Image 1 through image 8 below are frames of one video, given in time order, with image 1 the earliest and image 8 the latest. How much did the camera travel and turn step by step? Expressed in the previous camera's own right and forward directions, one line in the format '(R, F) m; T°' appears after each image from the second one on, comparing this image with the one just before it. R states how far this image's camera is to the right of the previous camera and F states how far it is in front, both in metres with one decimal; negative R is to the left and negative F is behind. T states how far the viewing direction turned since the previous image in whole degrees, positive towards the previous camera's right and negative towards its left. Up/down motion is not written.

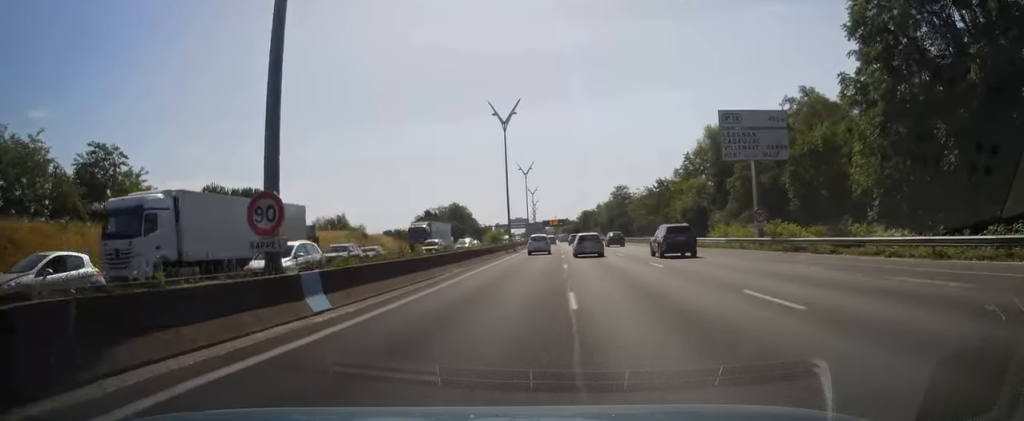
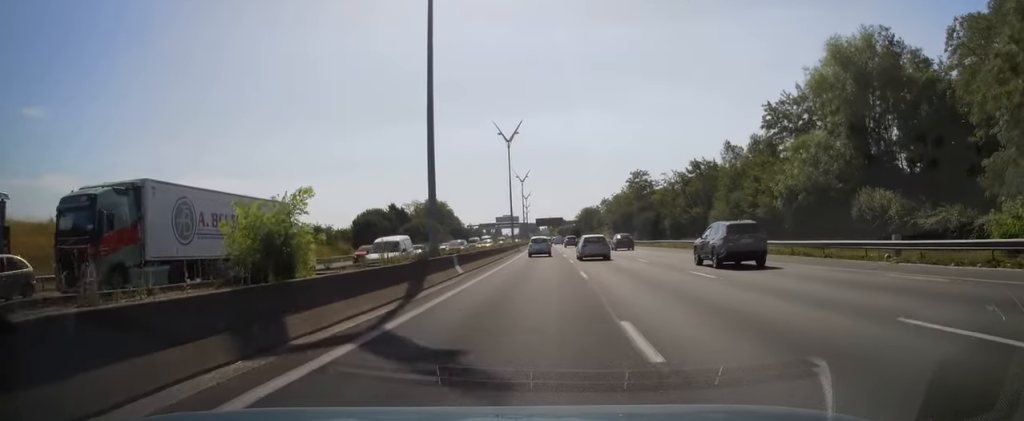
(+0.4, +43.7) m; 0°
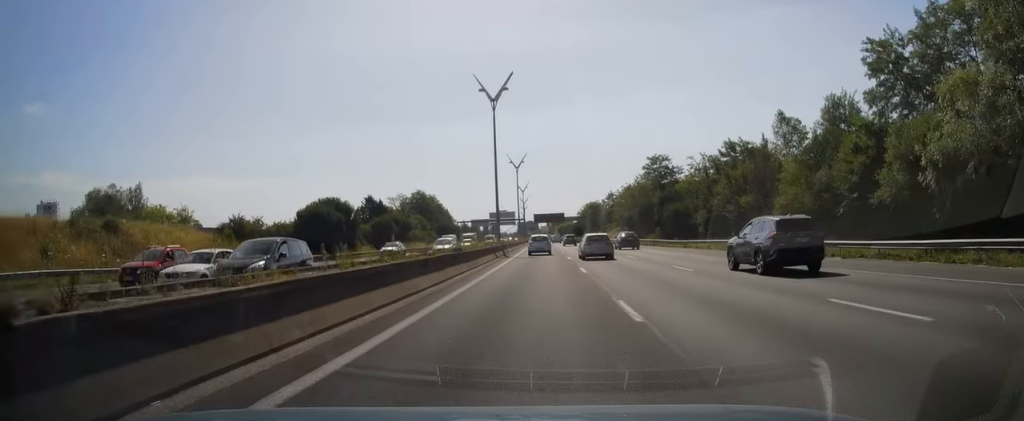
(-0.1, +23.0) m; -1°
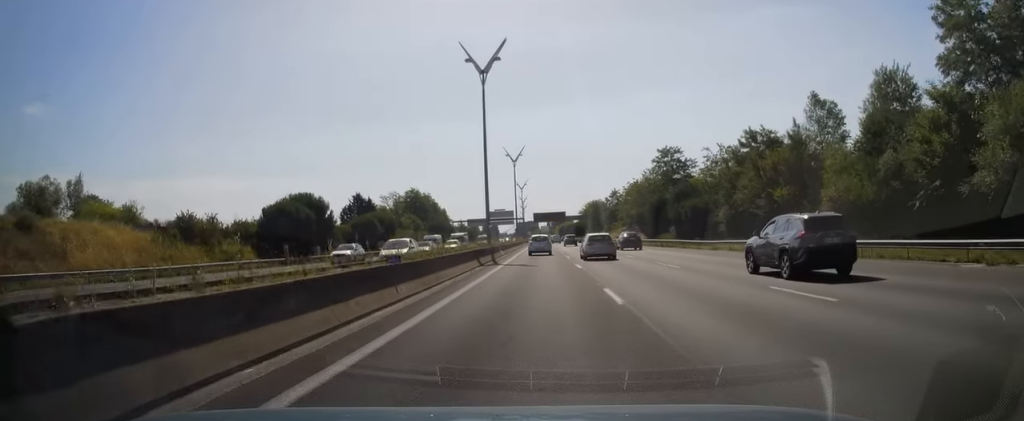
(-0.2, +10.0) m; 0°
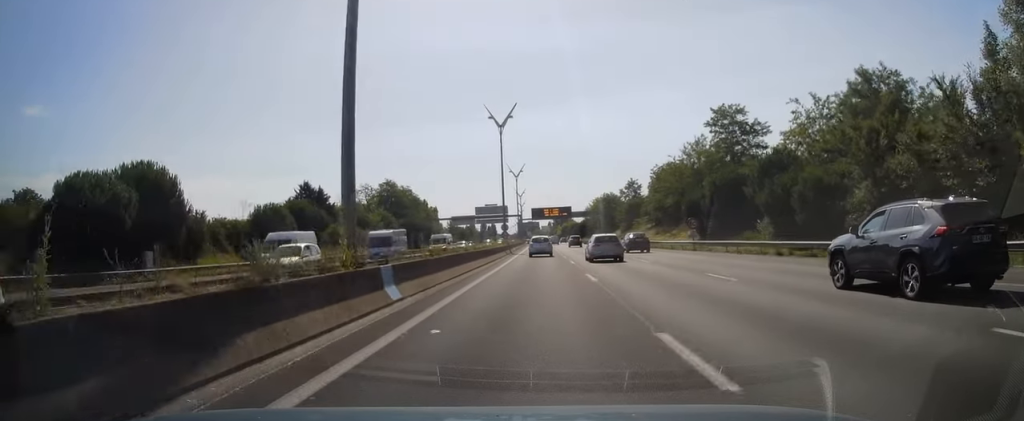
(+0.2, +33.1) m; +1°
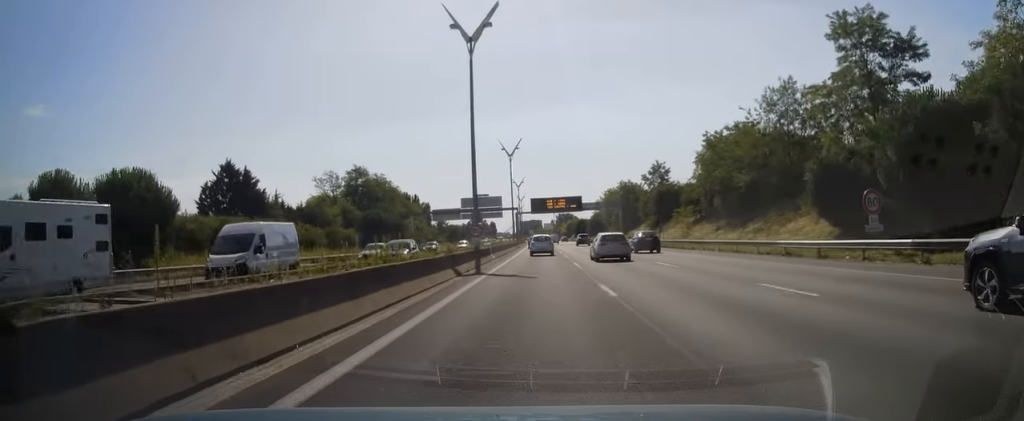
(+0.1, +30.6) m; 0°
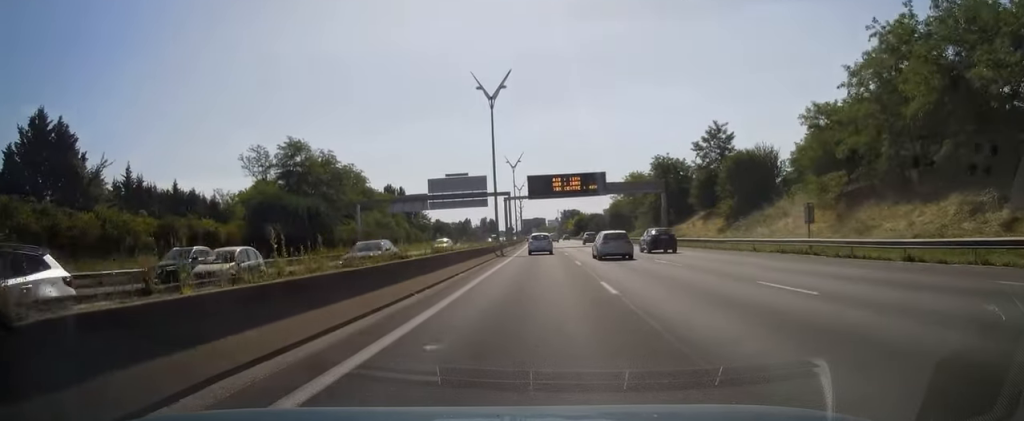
(-0.1, +38.5) m; -1°
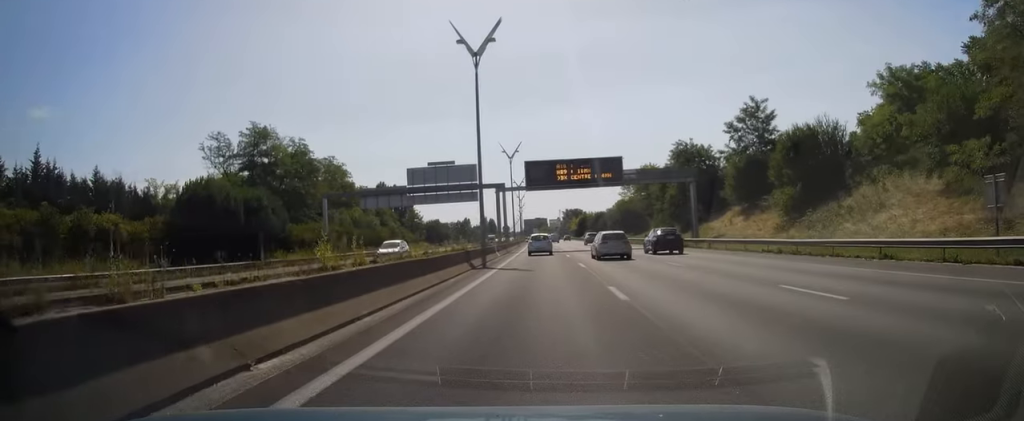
(0.0, +14.2) m; 0°
